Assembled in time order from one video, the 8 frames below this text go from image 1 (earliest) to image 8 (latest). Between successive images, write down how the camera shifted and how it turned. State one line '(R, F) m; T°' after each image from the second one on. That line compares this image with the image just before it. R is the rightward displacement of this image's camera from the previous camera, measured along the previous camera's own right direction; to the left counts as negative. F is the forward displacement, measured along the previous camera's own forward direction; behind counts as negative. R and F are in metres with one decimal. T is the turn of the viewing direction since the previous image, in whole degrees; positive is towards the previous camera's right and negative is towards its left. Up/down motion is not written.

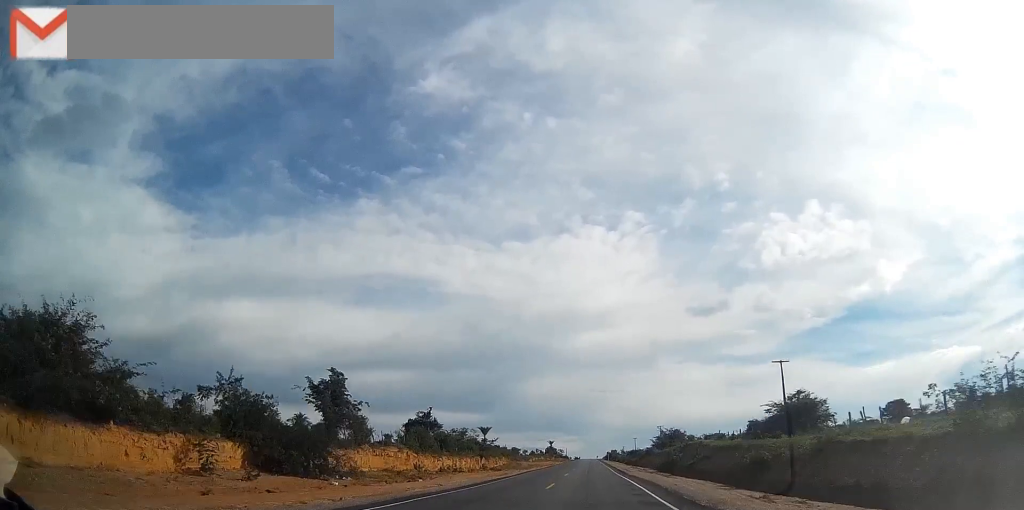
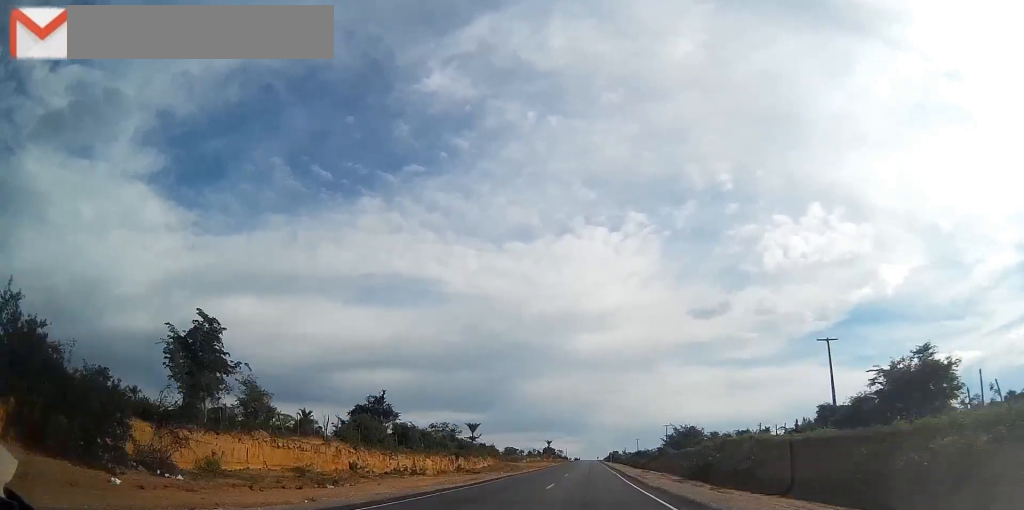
(0.0, +16.9) m; 0°
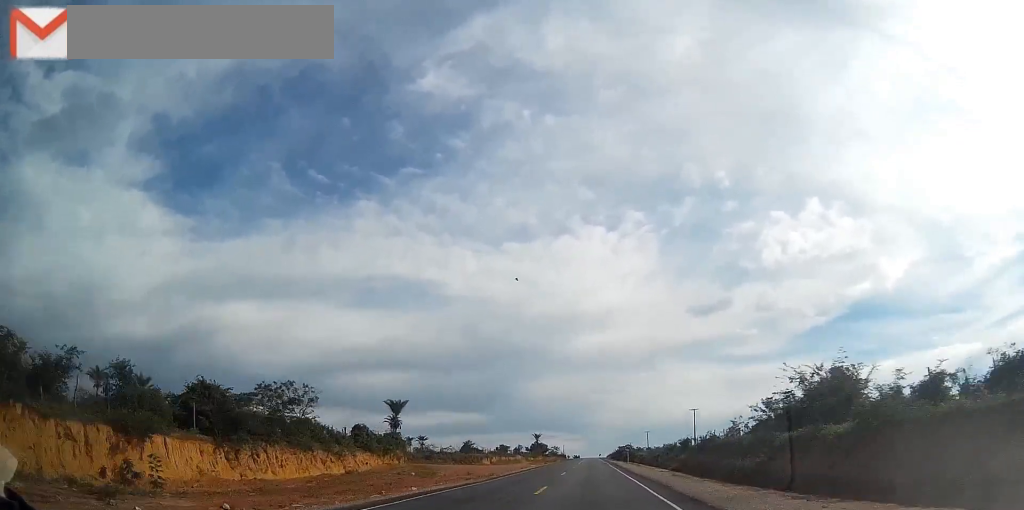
(+0.1, +50.6) m; 0°
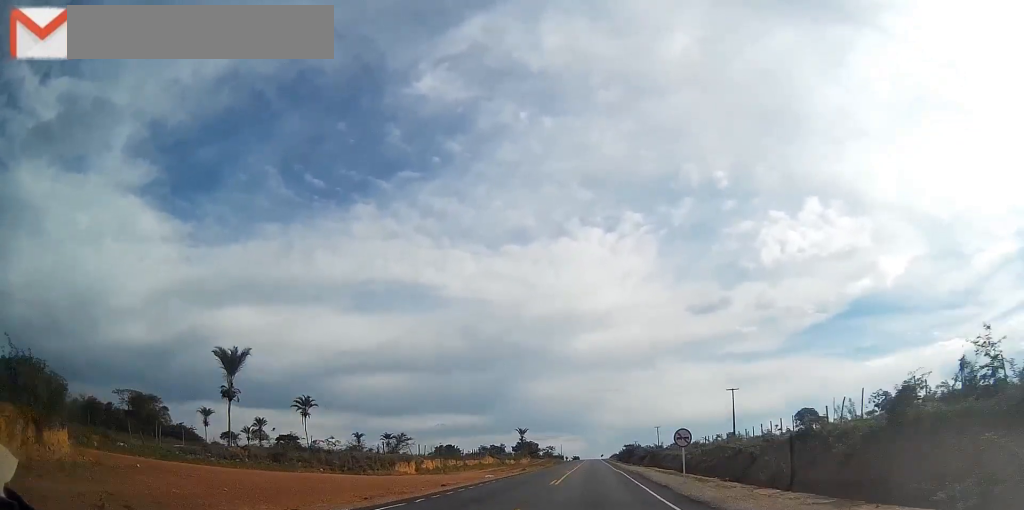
(0.0, +39.7) m; 0°
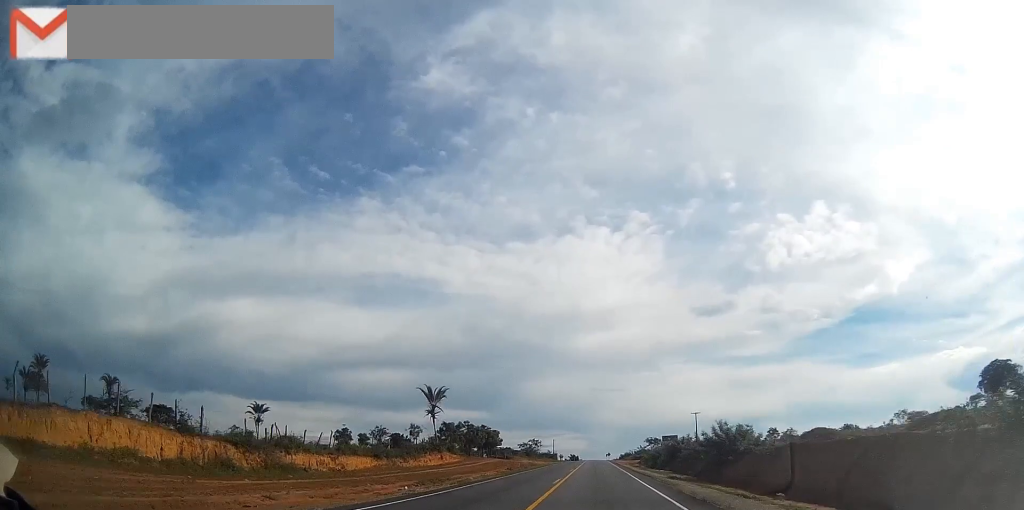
(-0.4, +80.6) m; 0°
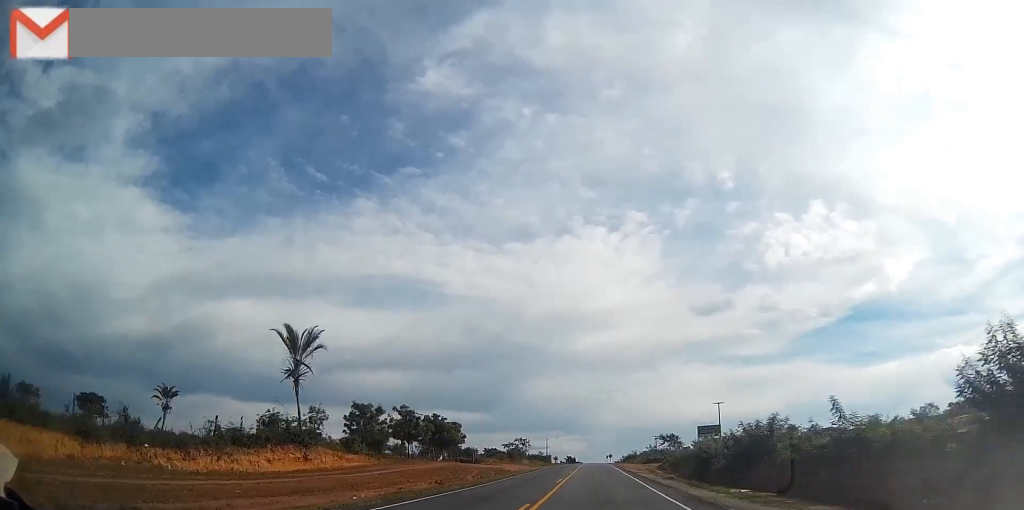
(0.0, +28.8) m; 0°
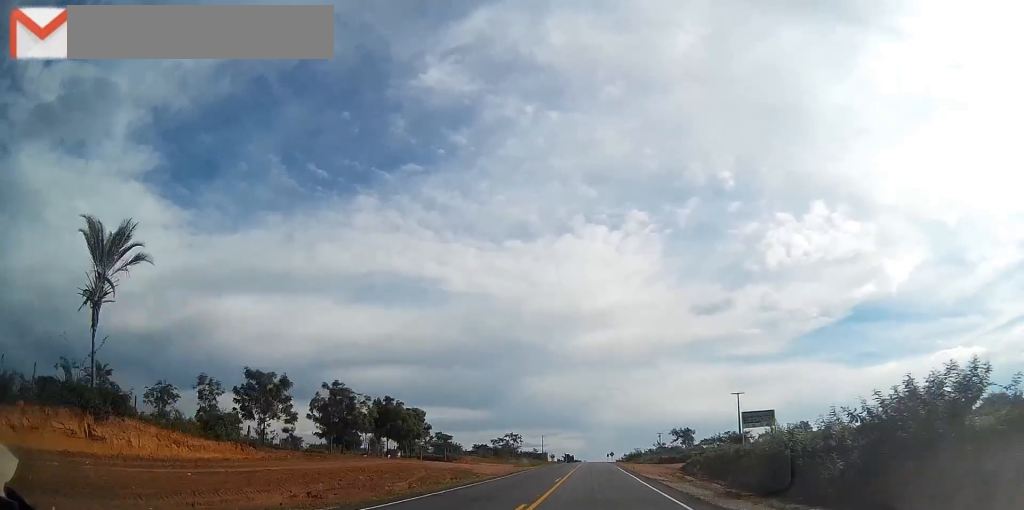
(+0.1, +16.7) m; 0°
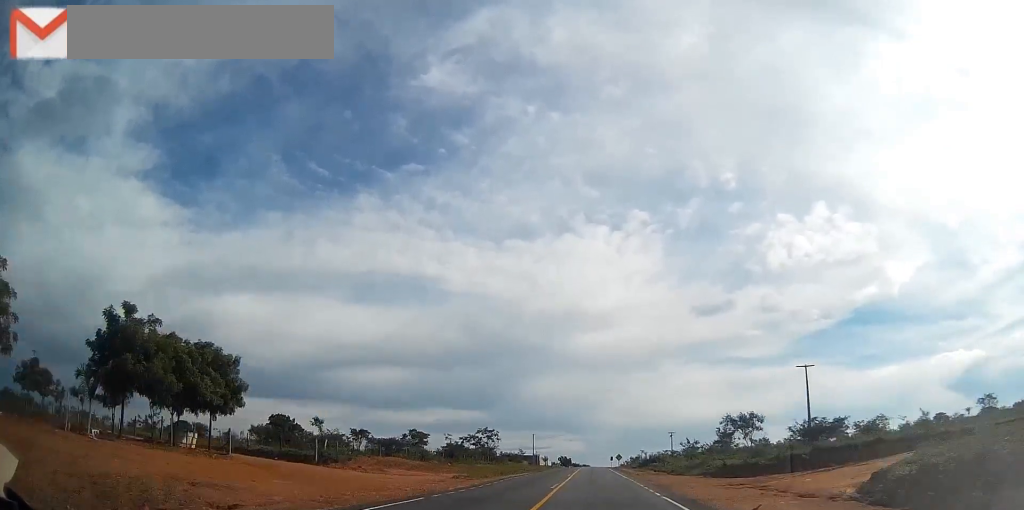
(+0.1, +34.4) m; 0°
